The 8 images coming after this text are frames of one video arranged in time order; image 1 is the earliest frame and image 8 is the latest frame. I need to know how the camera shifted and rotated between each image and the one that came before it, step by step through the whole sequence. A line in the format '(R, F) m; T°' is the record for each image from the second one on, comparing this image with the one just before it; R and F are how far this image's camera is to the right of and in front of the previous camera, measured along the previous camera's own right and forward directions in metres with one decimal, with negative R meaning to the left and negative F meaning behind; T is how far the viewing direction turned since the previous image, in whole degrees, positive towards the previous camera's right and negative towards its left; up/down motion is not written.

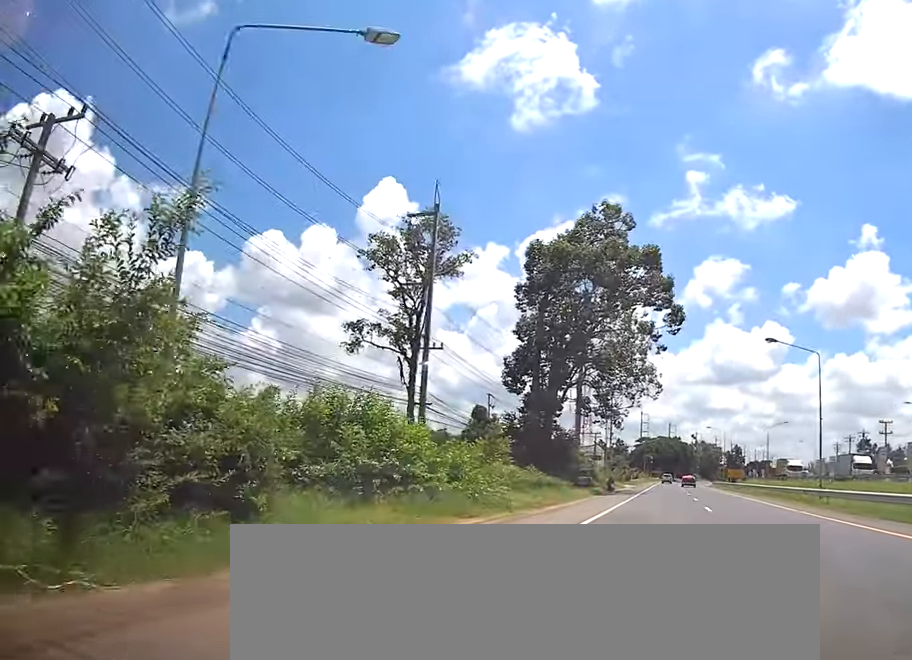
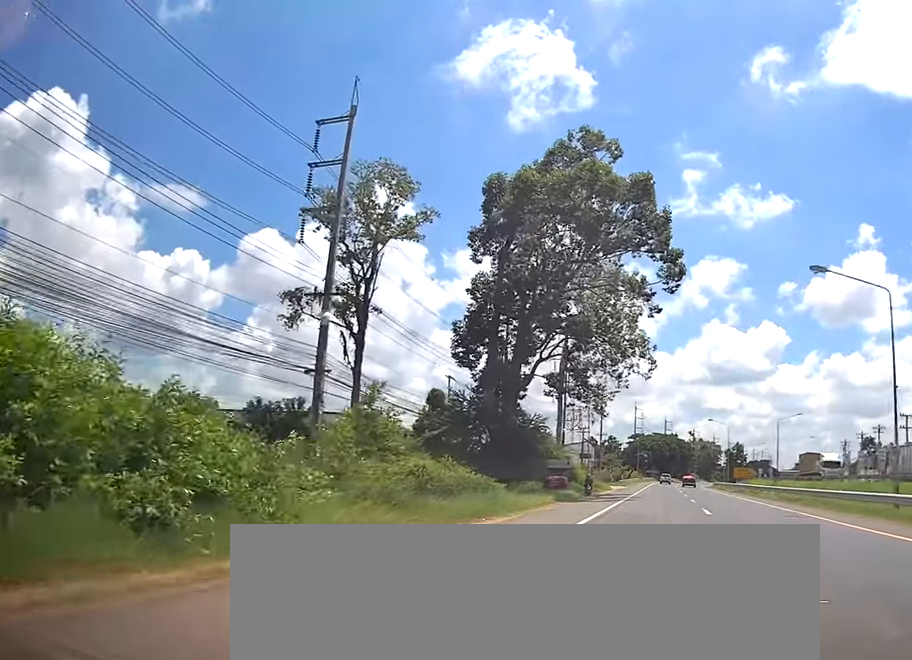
(+0.2, +14.0) m; +2°
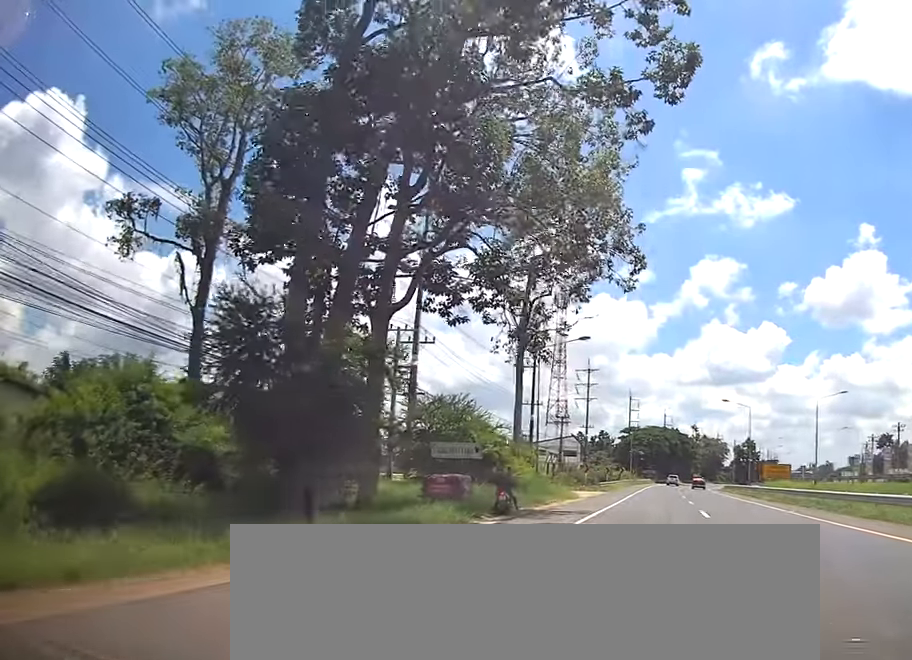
(+1.0, +25.5) m; +1°
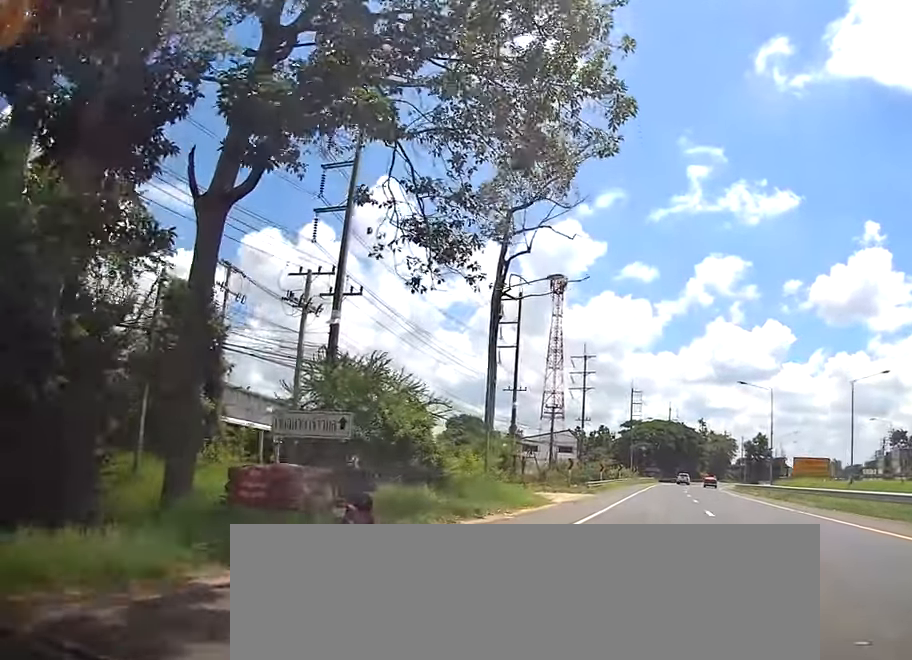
(-0.6, +12.2) m; -2°
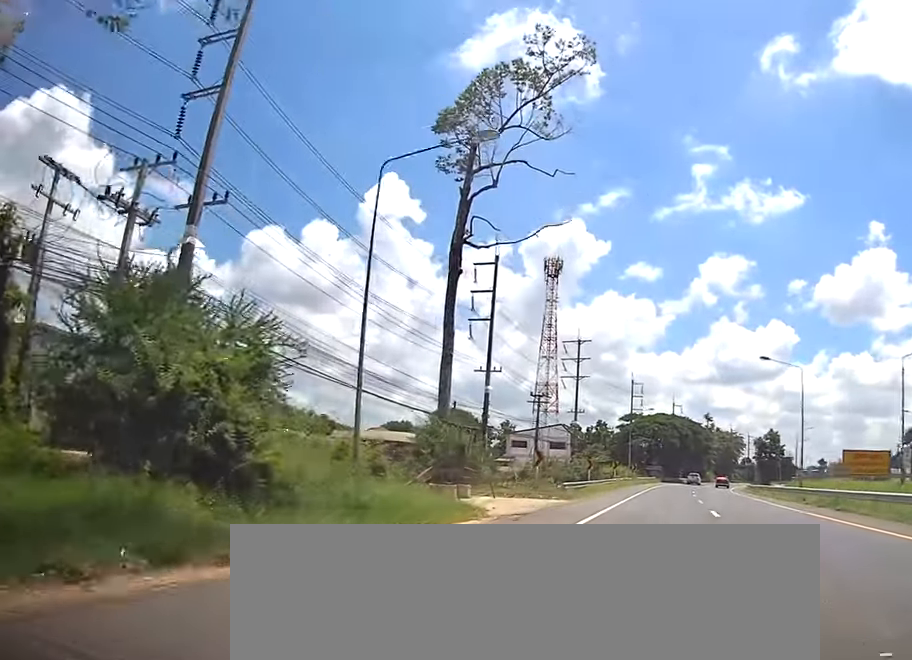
(-0.2, +12.3) m; -1°
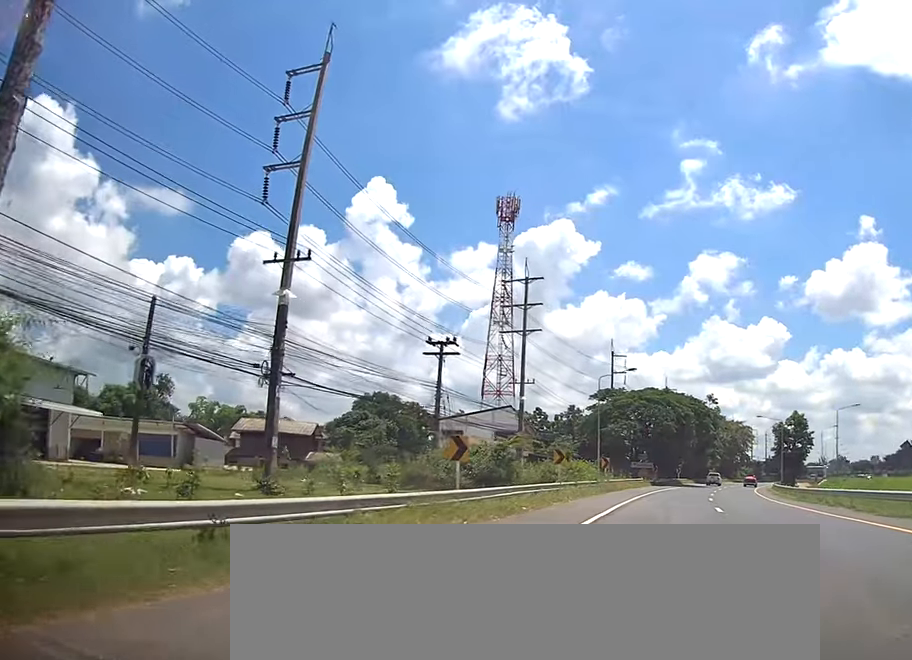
(+0.1, +32.5) m; 0°
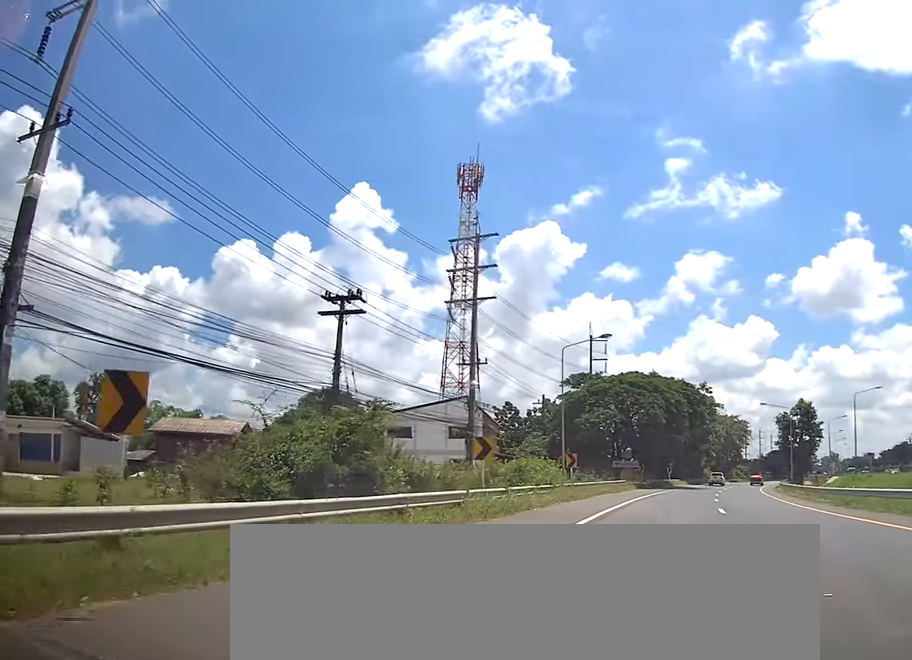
(-0.2, +13.3) m; 0°
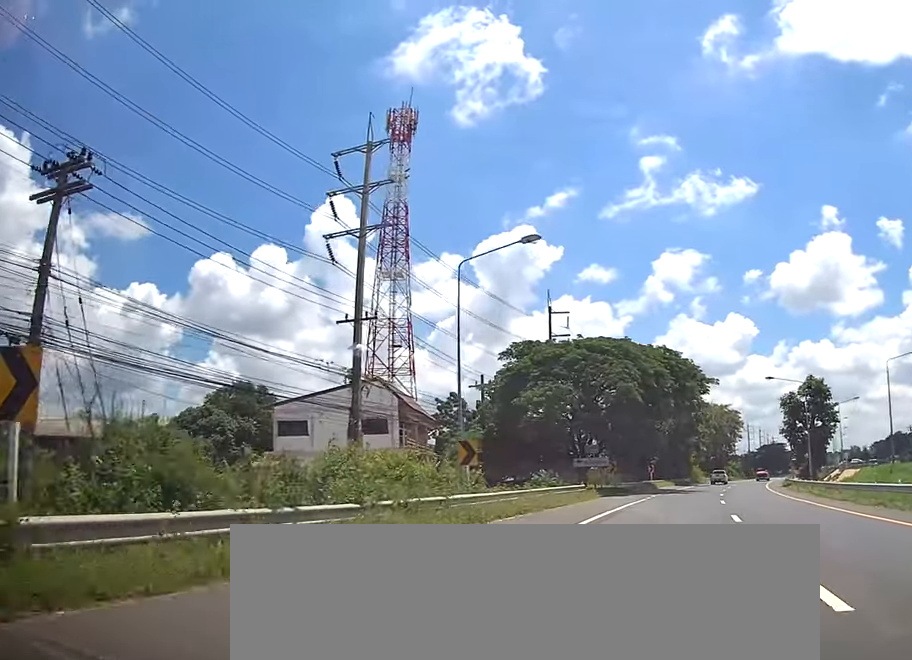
(+0.3, +17.3) m; +3°
